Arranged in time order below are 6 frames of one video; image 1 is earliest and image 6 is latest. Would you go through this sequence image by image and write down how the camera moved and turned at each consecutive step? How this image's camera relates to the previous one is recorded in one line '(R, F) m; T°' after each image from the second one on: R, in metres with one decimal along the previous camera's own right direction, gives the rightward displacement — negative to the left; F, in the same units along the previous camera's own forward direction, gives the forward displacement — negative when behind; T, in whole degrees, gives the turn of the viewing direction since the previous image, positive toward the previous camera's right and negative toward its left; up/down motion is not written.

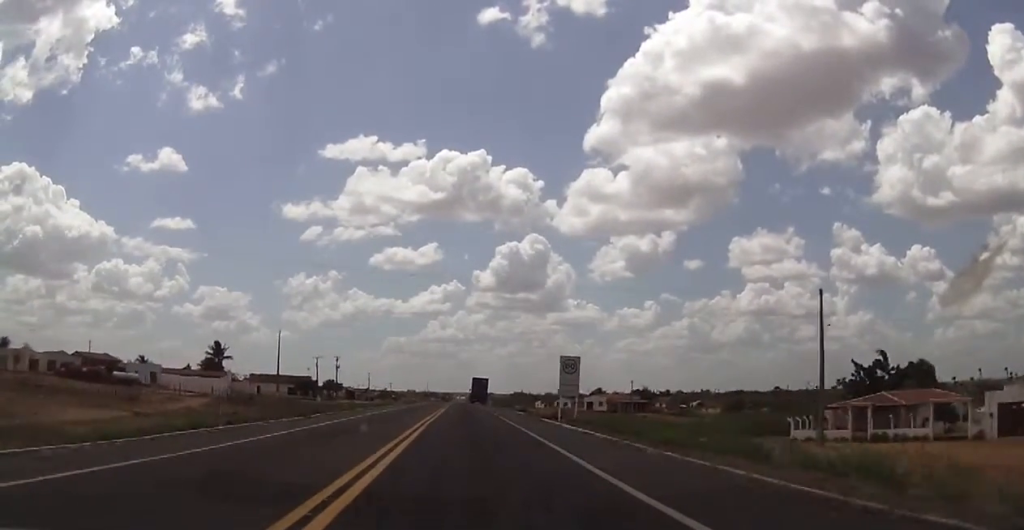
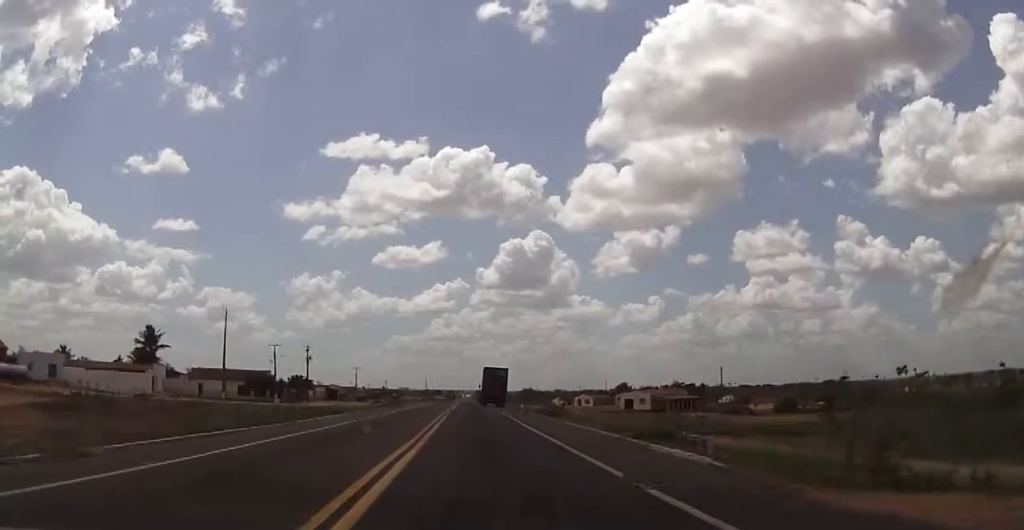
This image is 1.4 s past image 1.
(+0.4, +36.4) m; 0°
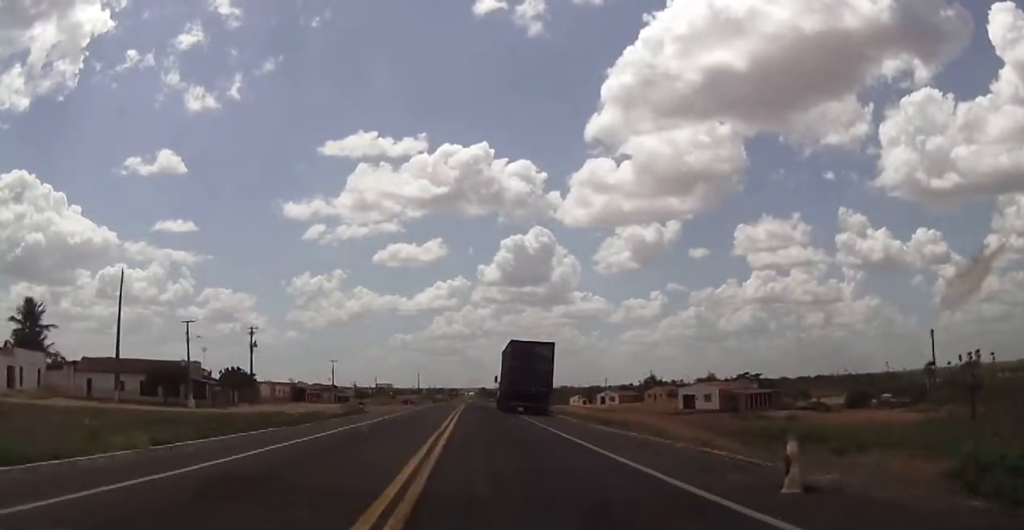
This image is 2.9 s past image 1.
(-0.4, +36.0) m; -1°
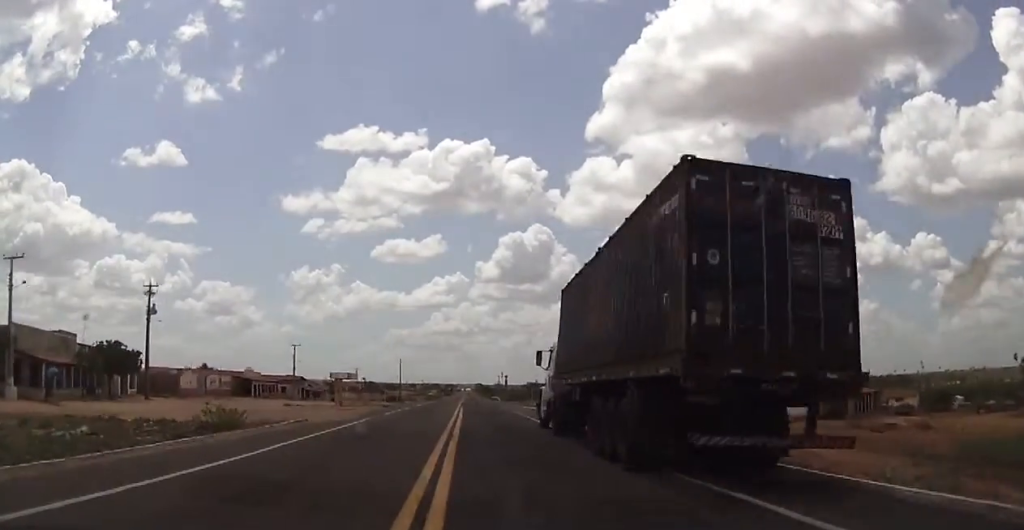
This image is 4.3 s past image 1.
(-0.5, +31.3) m; 0°
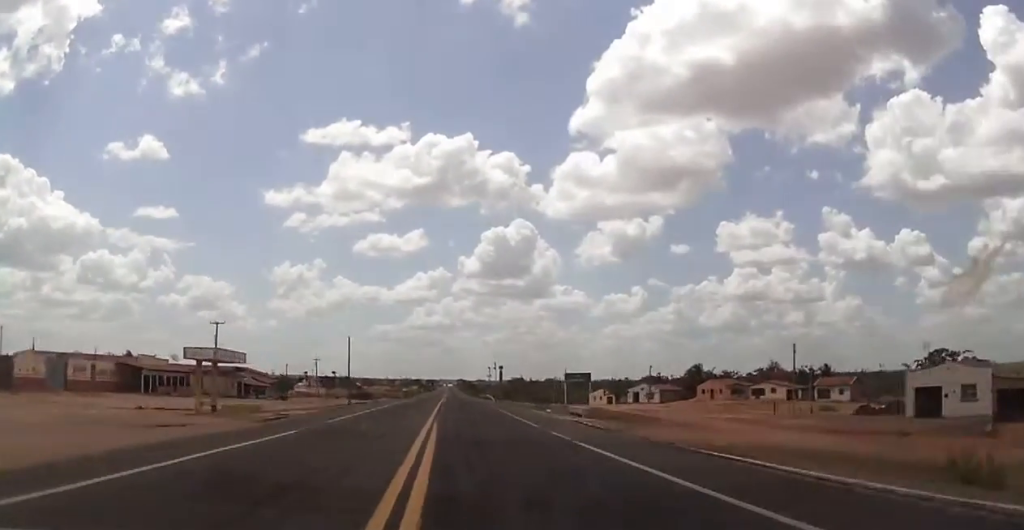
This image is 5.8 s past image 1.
(+0.9, +31.2) m; +2°
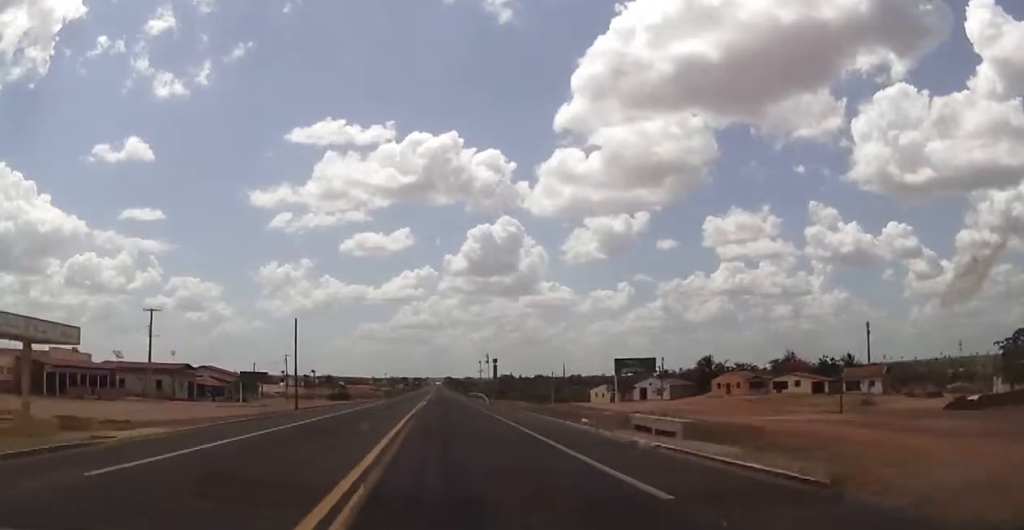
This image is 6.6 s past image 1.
(+0.1, +16.7) m; 0°
